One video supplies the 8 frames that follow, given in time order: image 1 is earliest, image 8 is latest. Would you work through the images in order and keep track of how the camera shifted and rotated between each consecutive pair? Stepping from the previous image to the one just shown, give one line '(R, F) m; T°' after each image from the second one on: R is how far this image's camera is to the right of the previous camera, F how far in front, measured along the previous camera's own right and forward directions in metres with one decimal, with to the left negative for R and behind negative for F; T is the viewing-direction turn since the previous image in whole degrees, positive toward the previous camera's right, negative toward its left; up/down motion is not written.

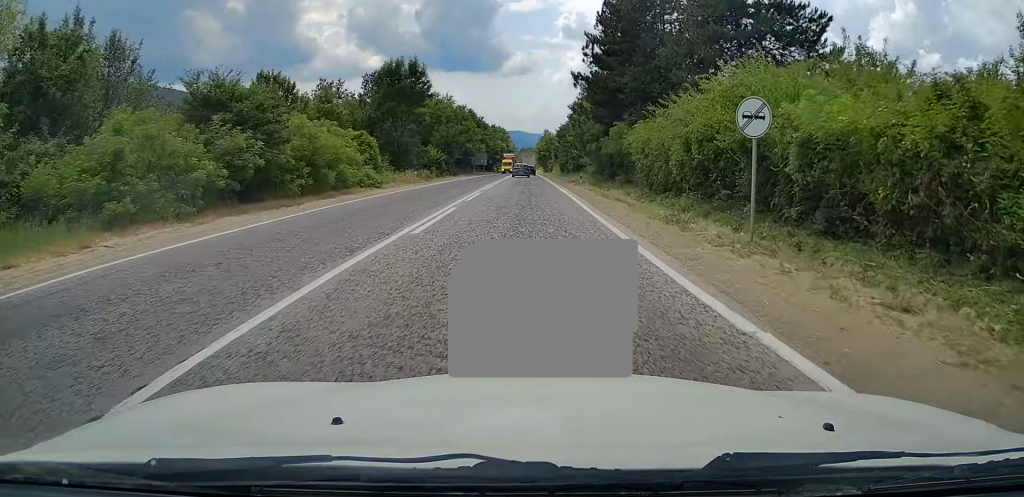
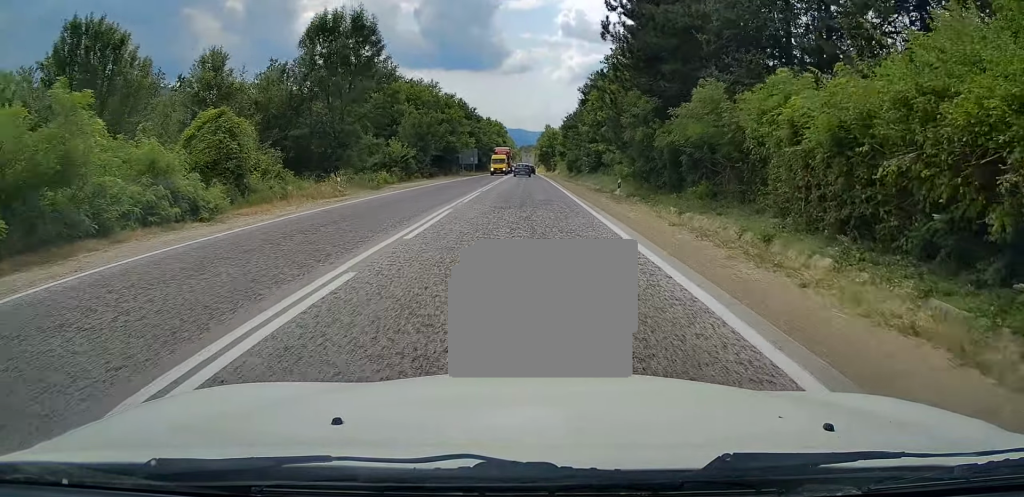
(-0.1, +18.7) m; 0°
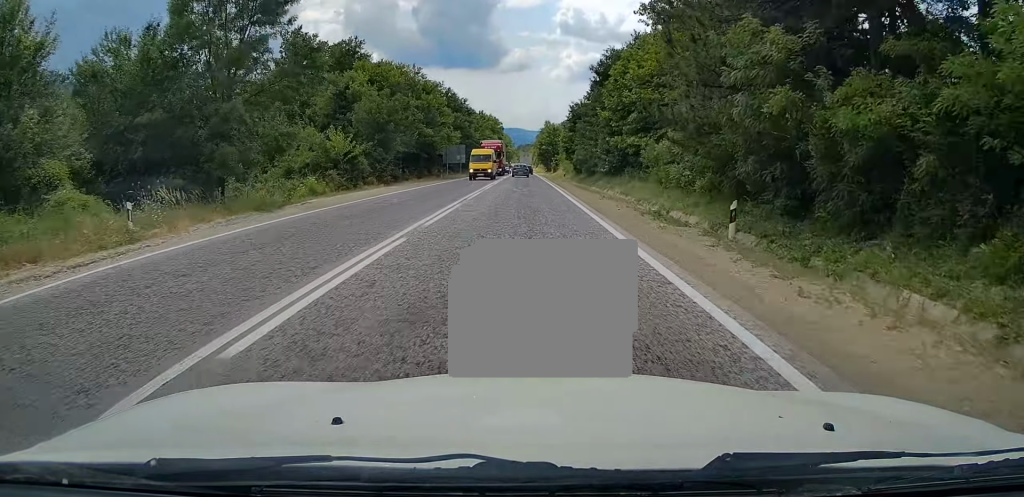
(+0.3, +15.0) m; 0°
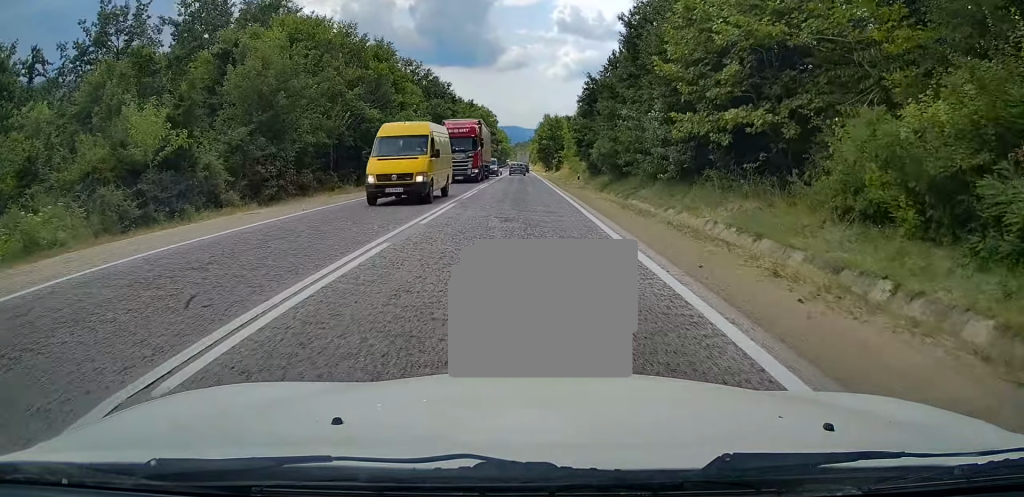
(-0.4, +18.2) m; -1°
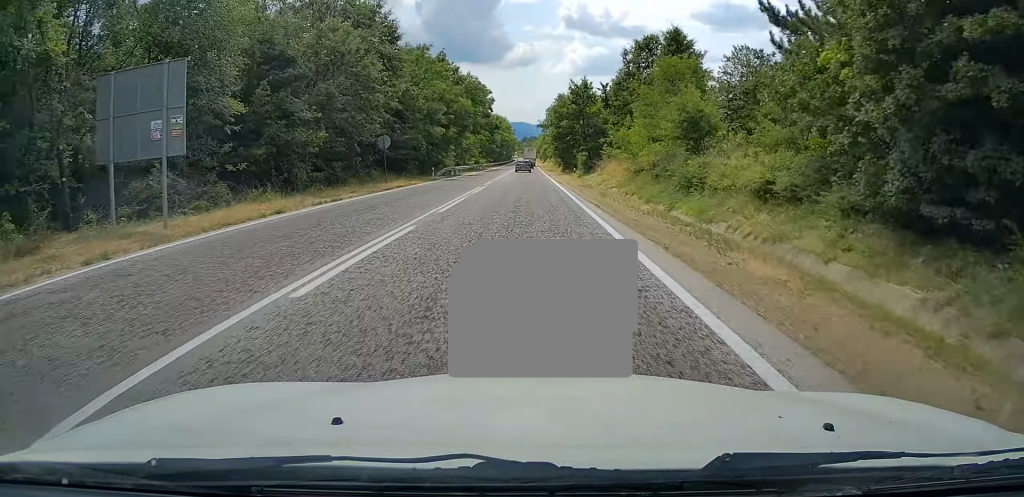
(+1.0, +42.6) m; +1°
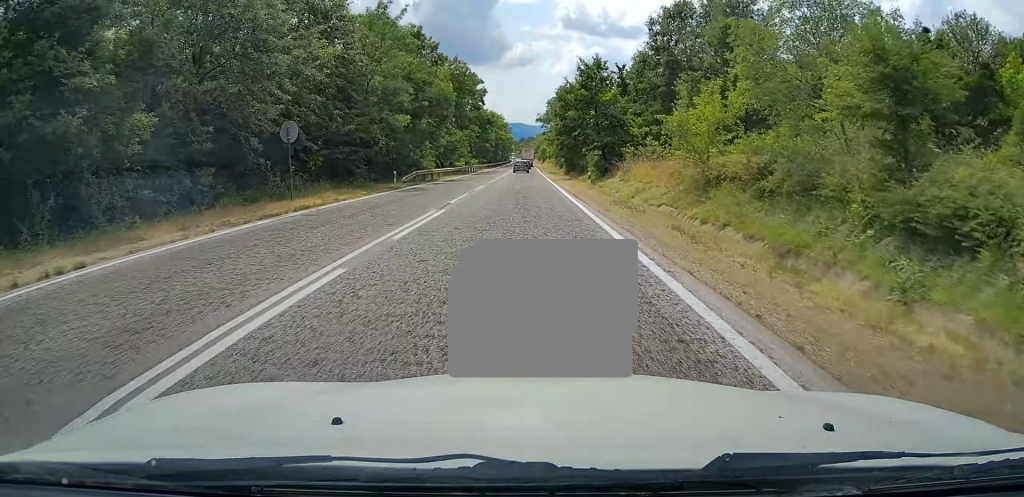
(-0.2, +13.6) m; -1°
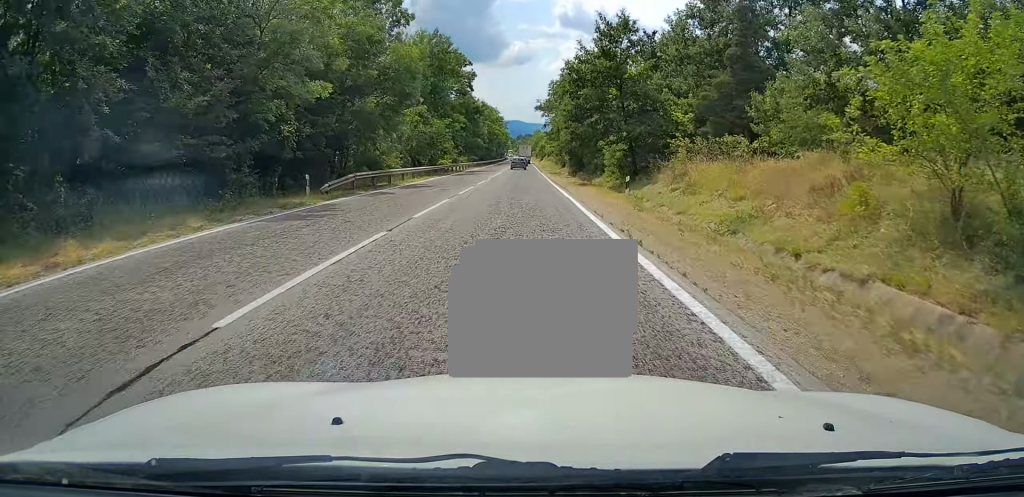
(0.0, +14.3) m; +1°
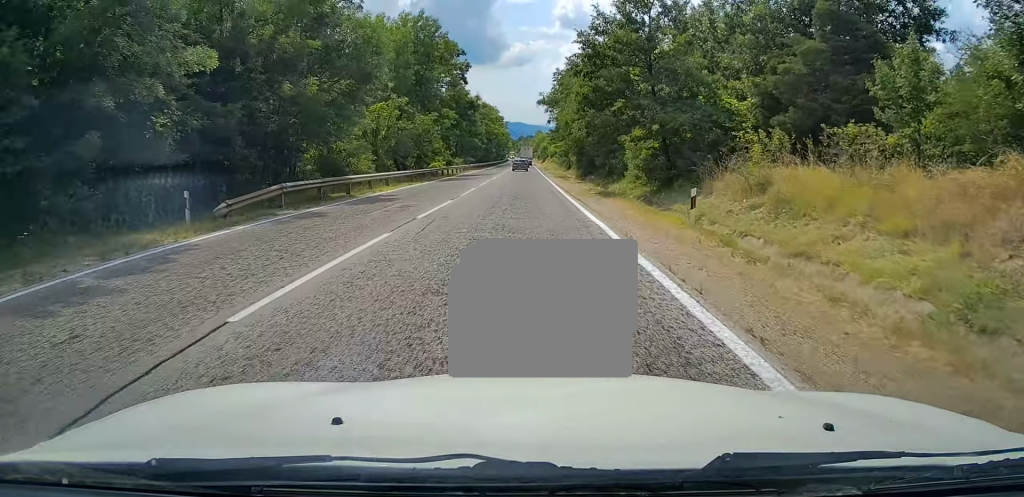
(0.0, +8.4) m; 0°
